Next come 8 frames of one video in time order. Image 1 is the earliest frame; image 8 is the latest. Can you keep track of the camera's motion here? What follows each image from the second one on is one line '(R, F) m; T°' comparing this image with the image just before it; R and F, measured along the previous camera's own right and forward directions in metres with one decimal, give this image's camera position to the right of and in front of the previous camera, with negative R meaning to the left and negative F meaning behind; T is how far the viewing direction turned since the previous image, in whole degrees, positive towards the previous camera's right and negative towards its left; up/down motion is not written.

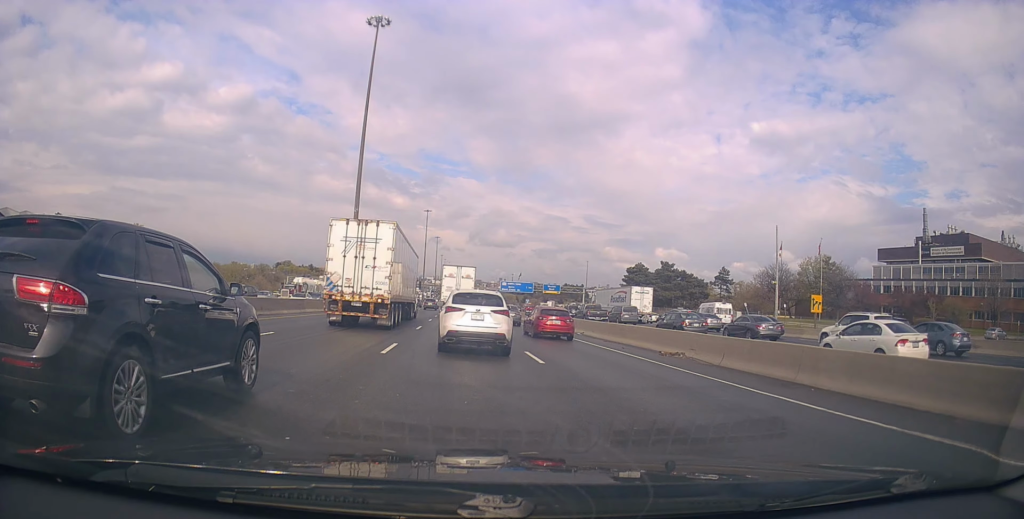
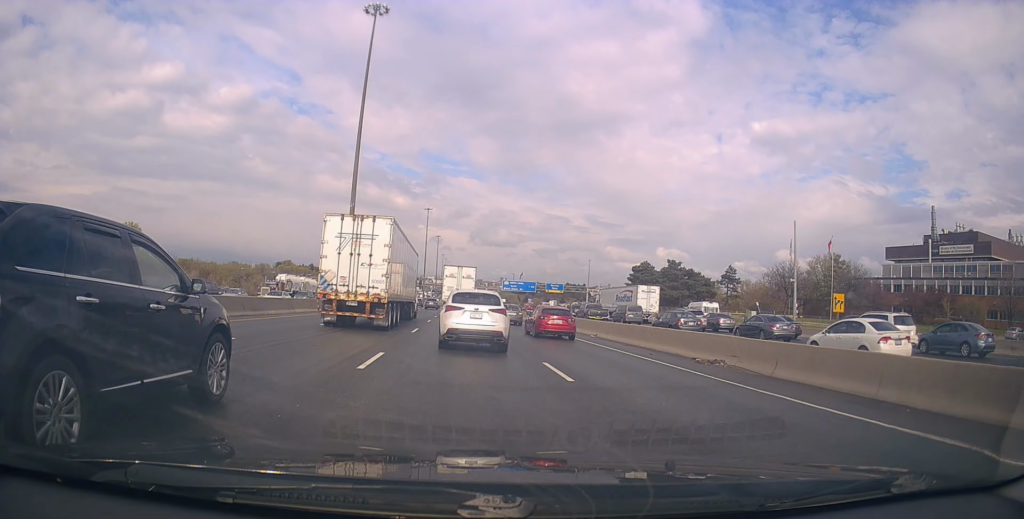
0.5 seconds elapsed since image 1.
(+0.3, +3.2) m; -2°
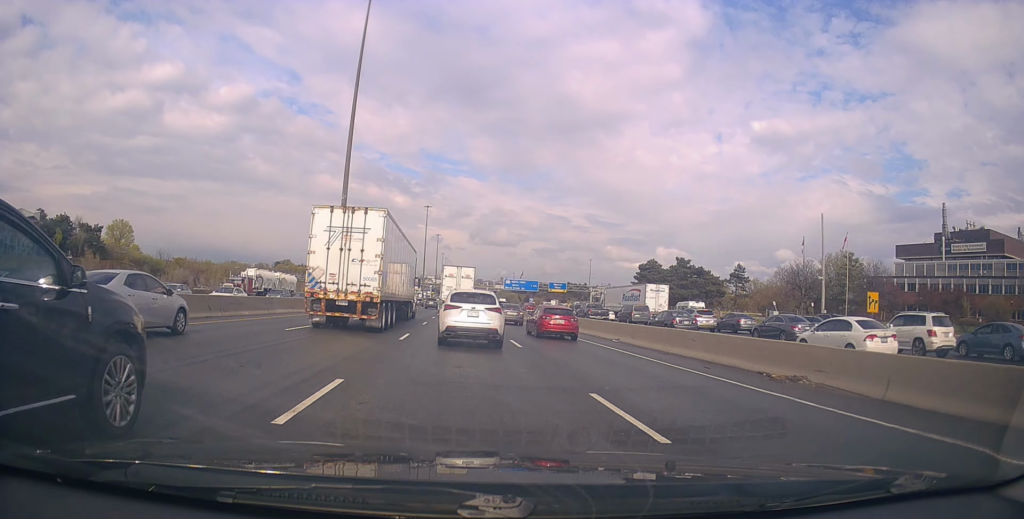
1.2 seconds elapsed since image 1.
(-0.2, +4.6) m; -1°
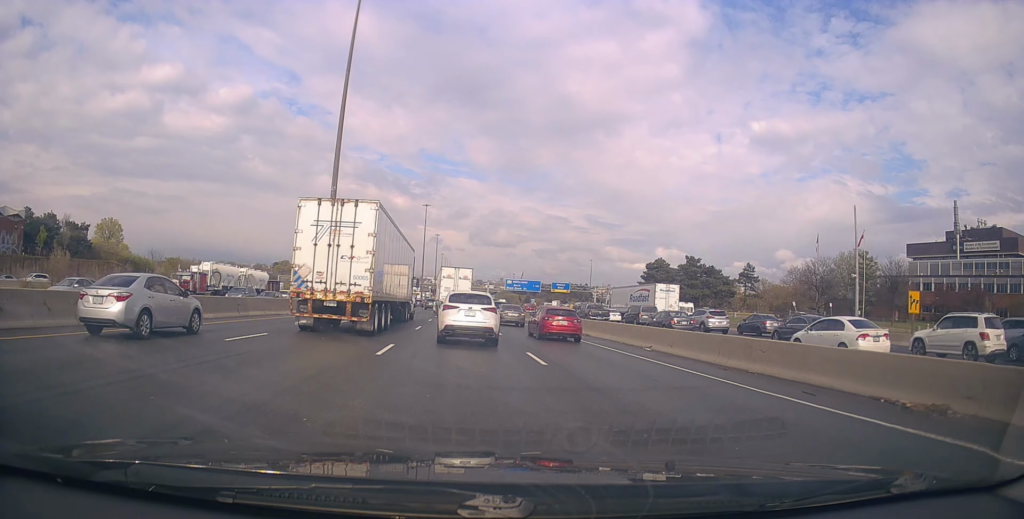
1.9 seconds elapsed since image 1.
(-0.4, +4.9) m; +1°
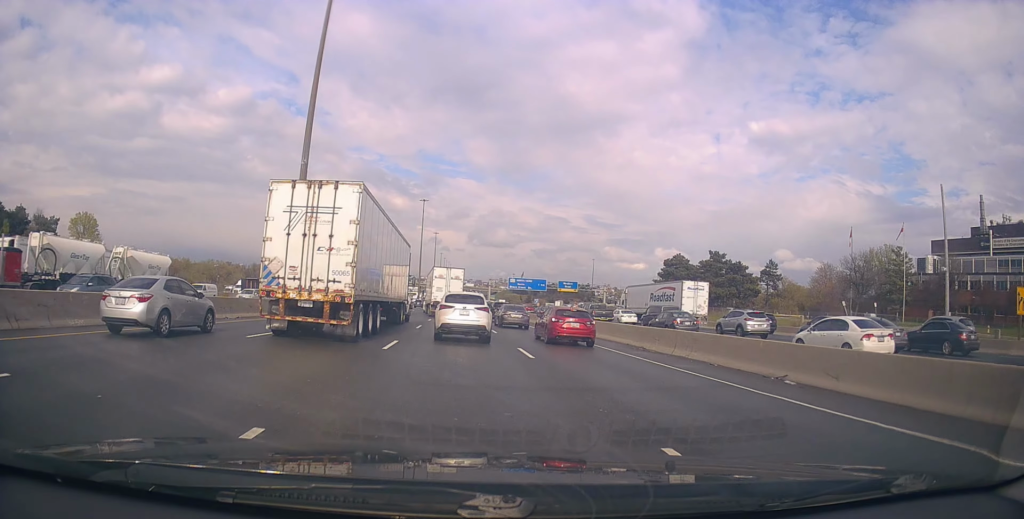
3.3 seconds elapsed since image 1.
(+0.6, +10.8) m; +2°
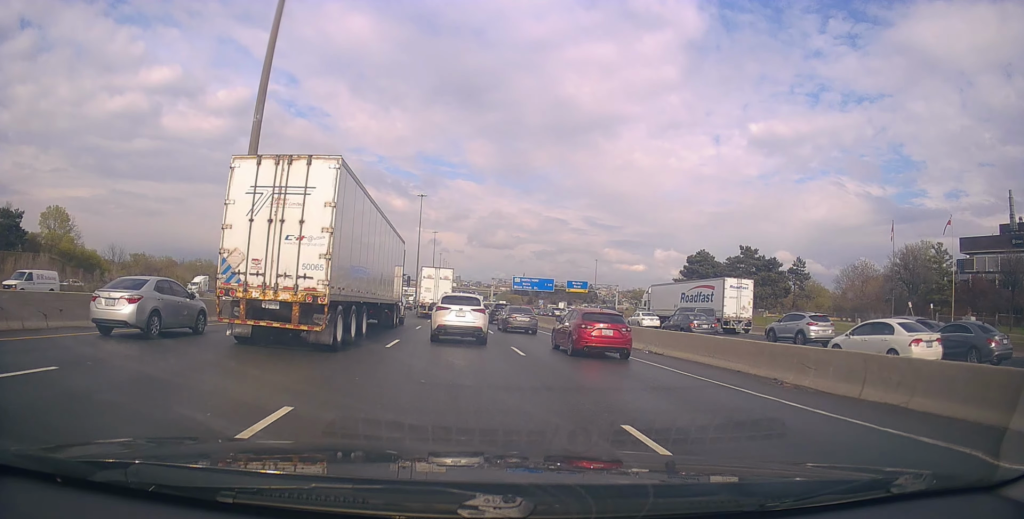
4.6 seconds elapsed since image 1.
(+0.2, +11.3) m; 0°
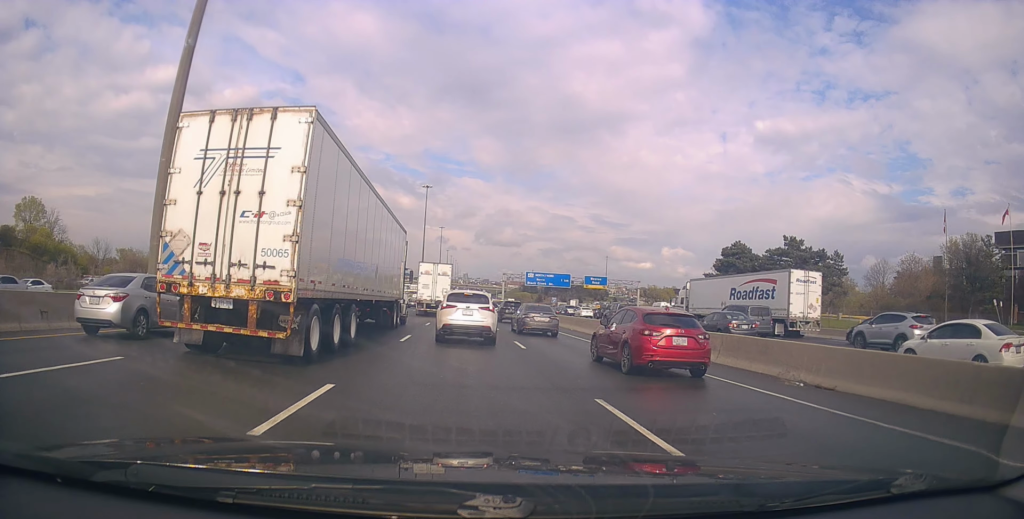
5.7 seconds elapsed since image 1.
(-0.4, +10.3) m; -2°
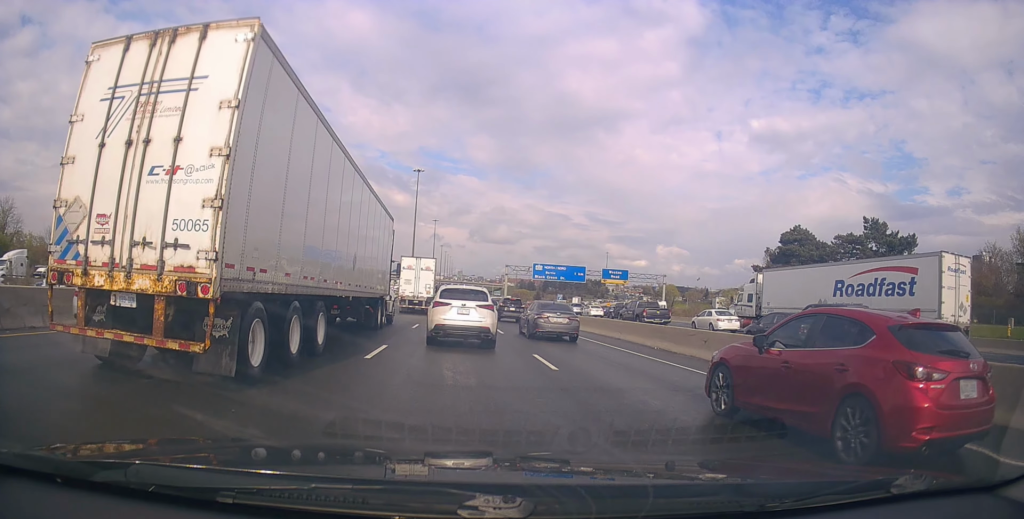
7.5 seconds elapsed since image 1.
(+0.4, +17.7) m; +1°
